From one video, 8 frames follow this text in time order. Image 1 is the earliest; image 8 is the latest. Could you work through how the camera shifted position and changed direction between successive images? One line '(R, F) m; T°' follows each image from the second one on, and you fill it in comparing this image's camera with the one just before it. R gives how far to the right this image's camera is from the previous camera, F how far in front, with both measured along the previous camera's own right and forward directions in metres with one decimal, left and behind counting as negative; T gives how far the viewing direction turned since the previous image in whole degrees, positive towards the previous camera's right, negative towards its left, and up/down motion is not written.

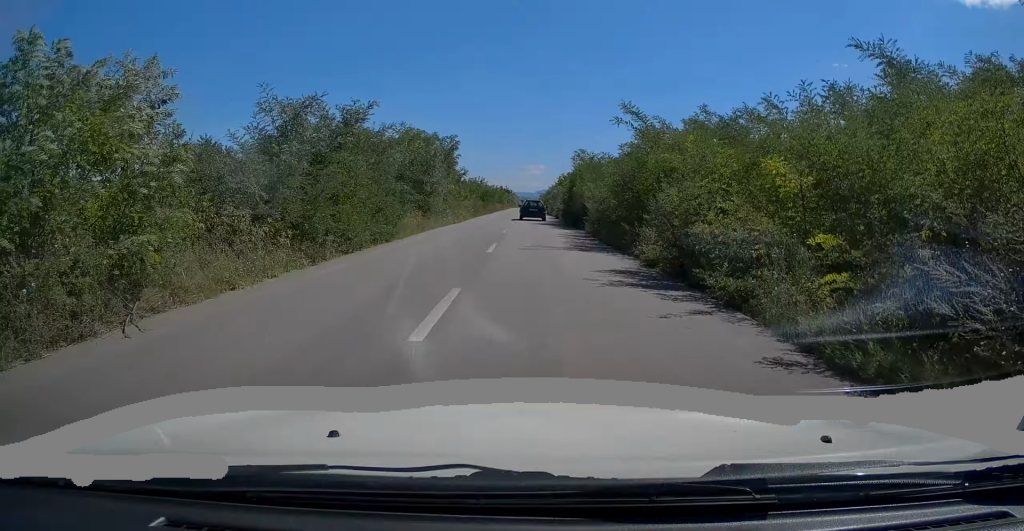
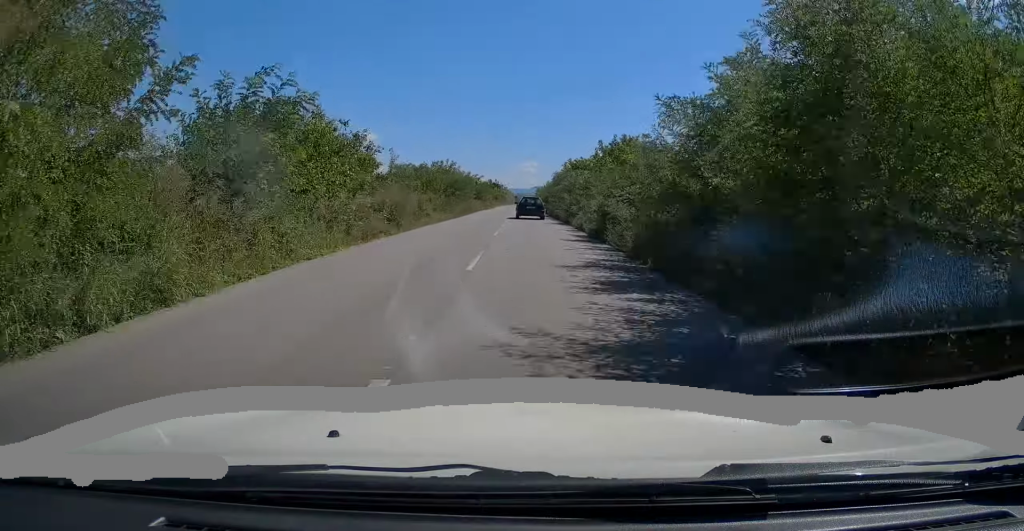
(-0.1, +30.7) m; 0°
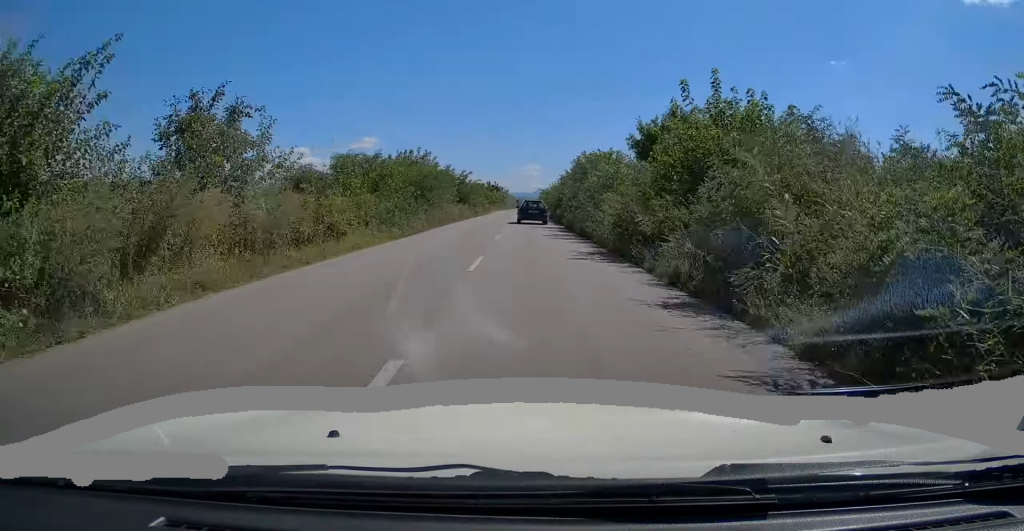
(+0.1, +17.2) m; 0°
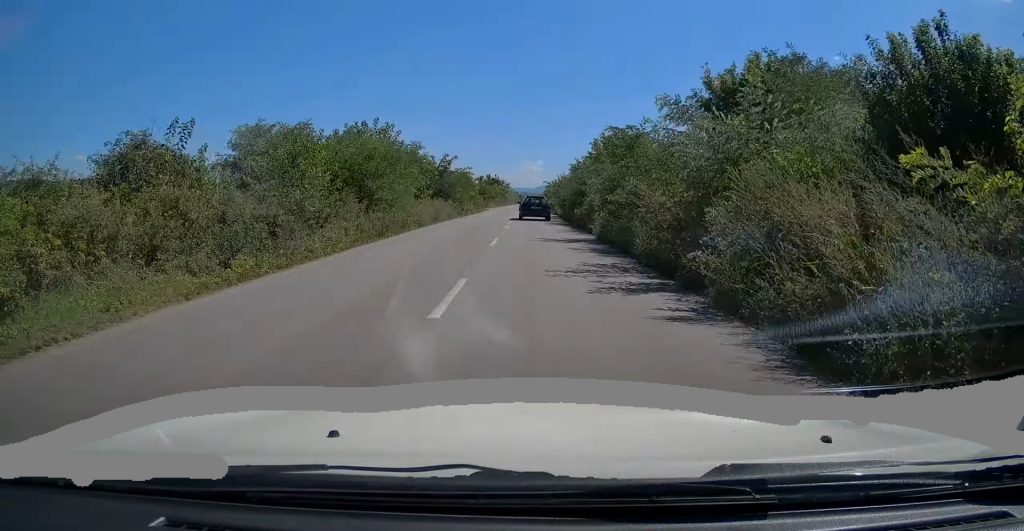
(0.0, +13.2) m; 0°
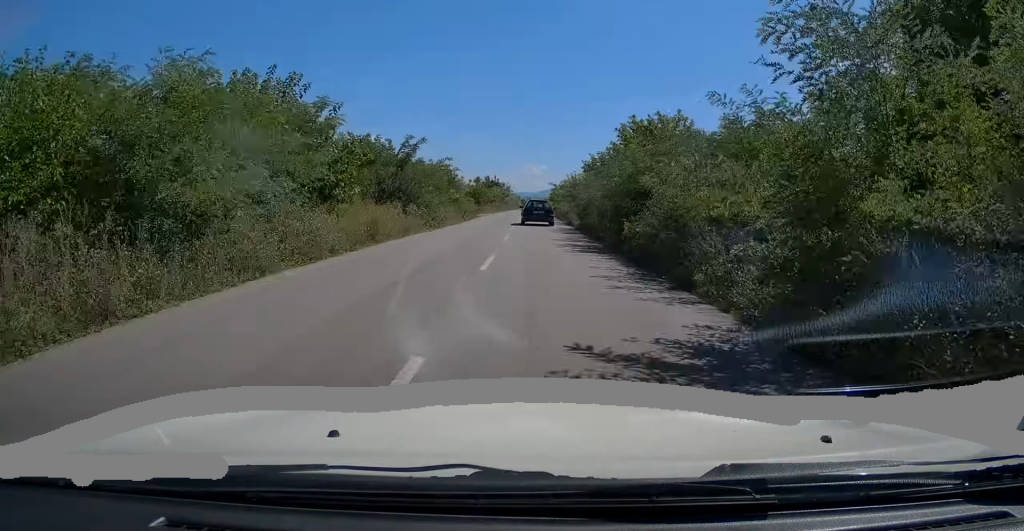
(0.0, +13.2) m; 0°
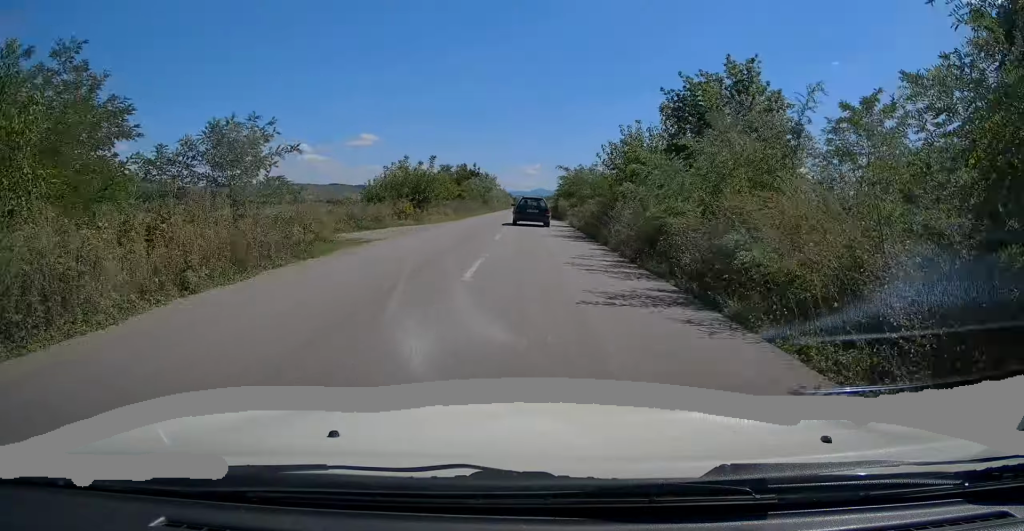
(0.0, +37.0) m; +1°
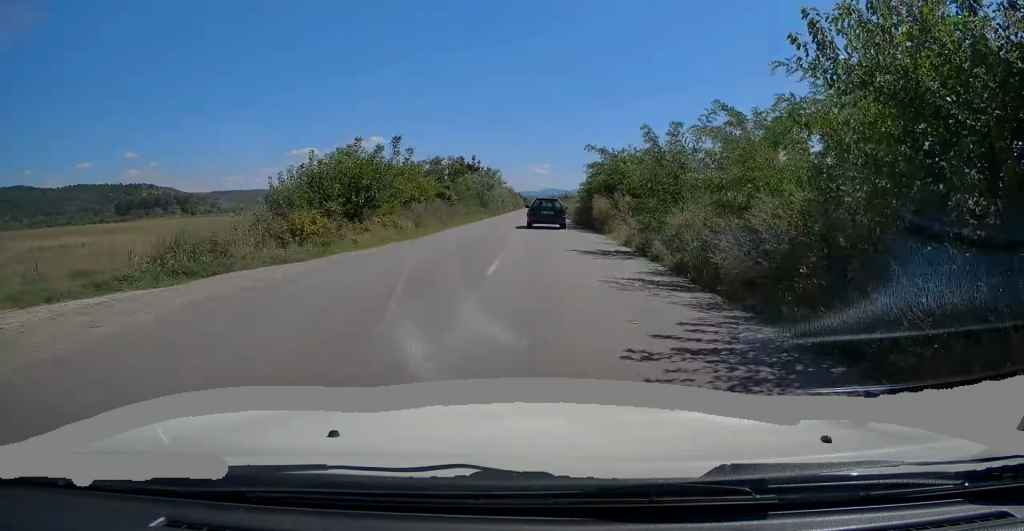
(+0.1, +16.9) m; 0°
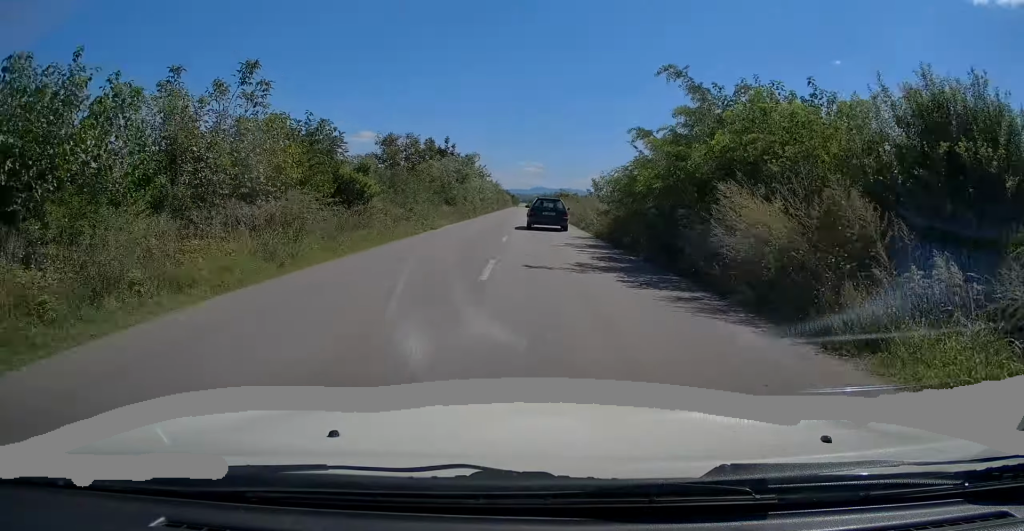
(-0.1, +18.4) m; 0°
